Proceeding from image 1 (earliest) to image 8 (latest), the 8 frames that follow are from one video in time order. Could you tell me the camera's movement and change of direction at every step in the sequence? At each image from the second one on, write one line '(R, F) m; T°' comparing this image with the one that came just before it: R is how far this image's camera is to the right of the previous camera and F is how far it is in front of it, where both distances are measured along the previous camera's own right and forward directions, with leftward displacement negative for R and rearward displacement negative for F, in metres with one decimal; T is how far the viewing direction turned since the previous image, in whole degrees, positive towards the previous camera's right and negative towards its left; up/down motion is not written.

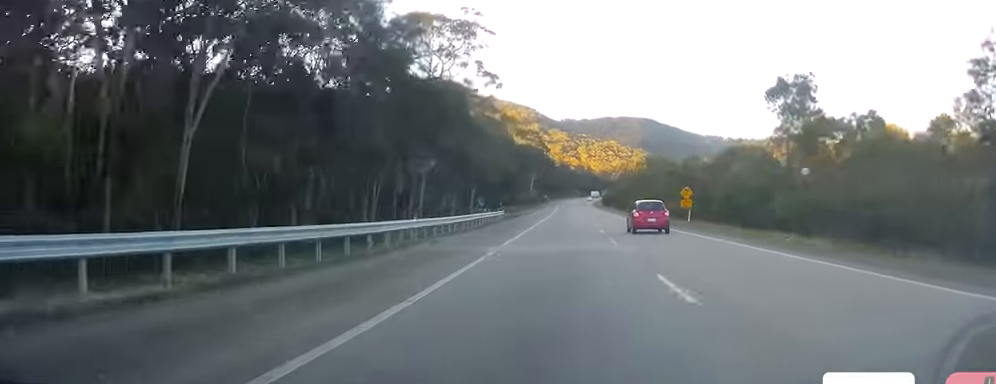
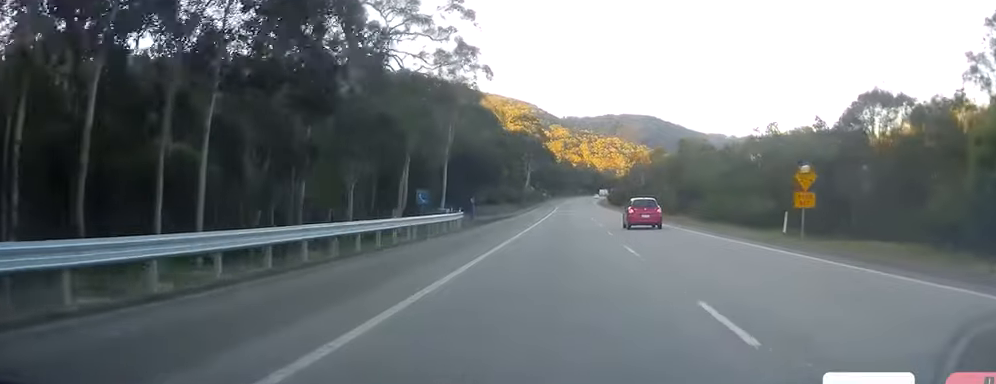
(+0.5, +27.2) m; +1°
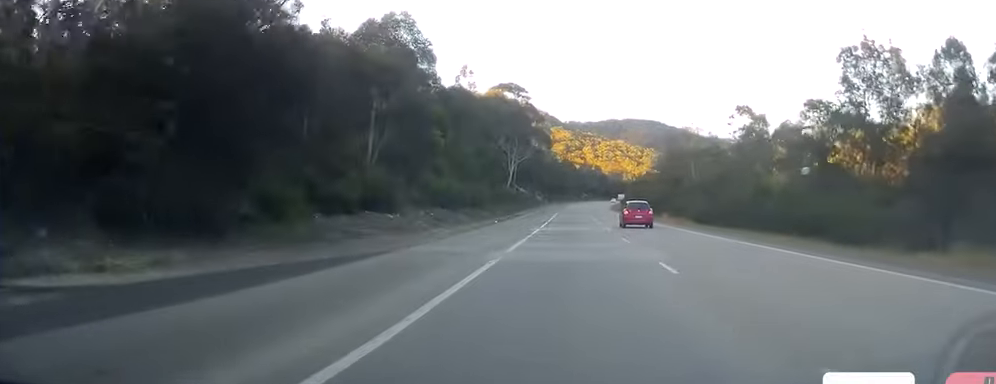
(-1.0, +52.5) m; -2°
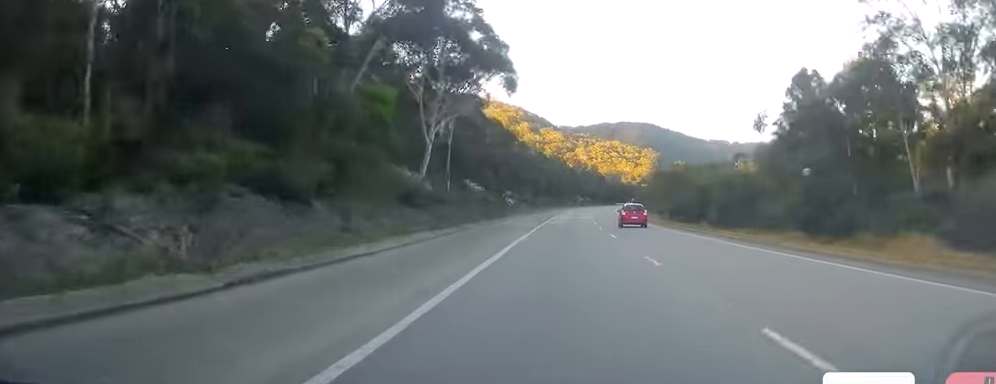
(+0.8, +57.9) m; +2°
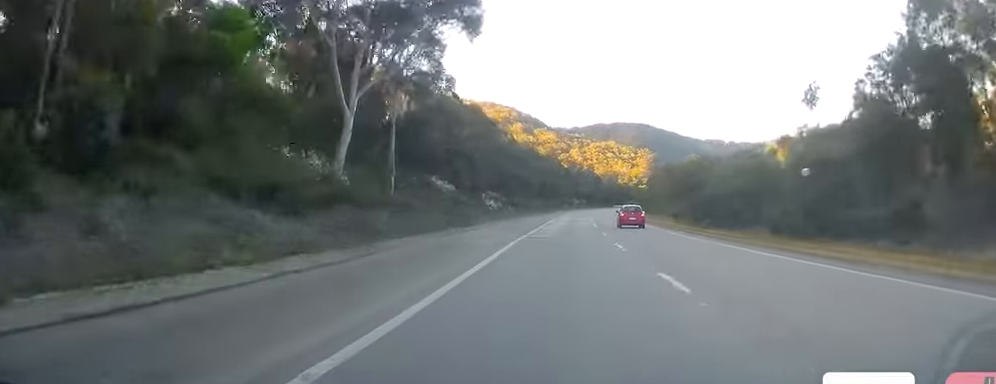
(0.0, +16.8) m; 0°
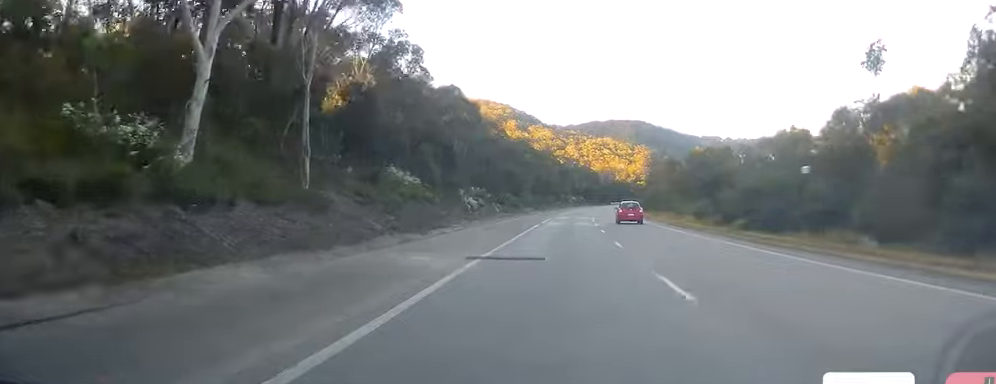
(0.0, +13.1) m; -1°
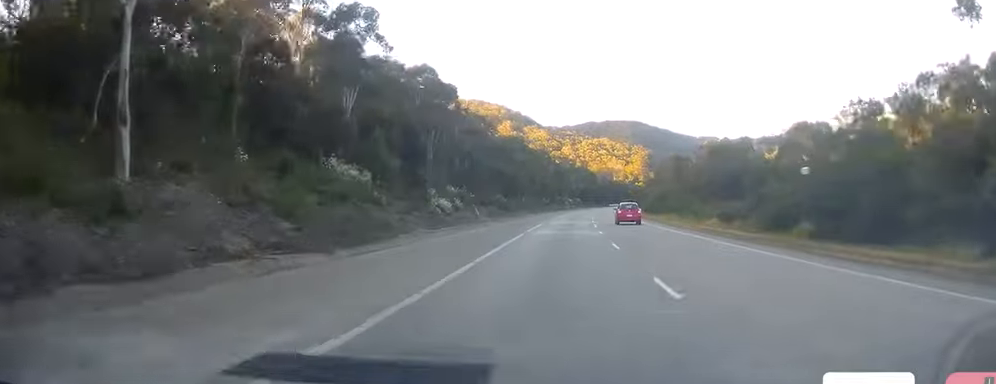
(-0.1, +12.1) m; 0°
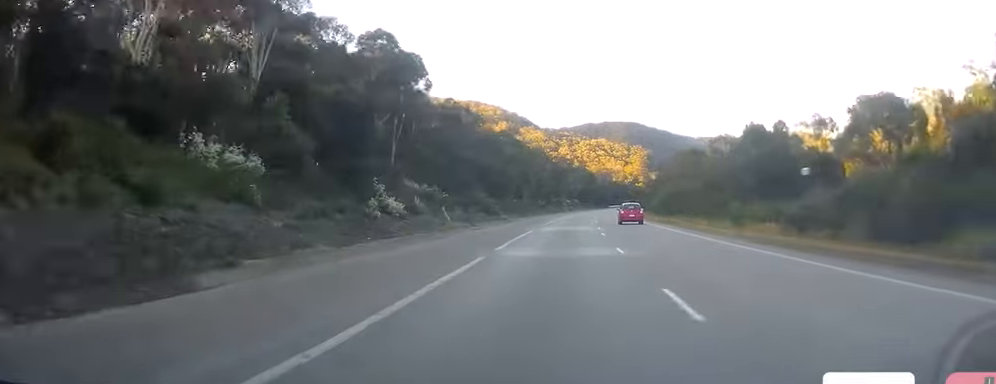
(-0.3, +14.0) m; +1°
